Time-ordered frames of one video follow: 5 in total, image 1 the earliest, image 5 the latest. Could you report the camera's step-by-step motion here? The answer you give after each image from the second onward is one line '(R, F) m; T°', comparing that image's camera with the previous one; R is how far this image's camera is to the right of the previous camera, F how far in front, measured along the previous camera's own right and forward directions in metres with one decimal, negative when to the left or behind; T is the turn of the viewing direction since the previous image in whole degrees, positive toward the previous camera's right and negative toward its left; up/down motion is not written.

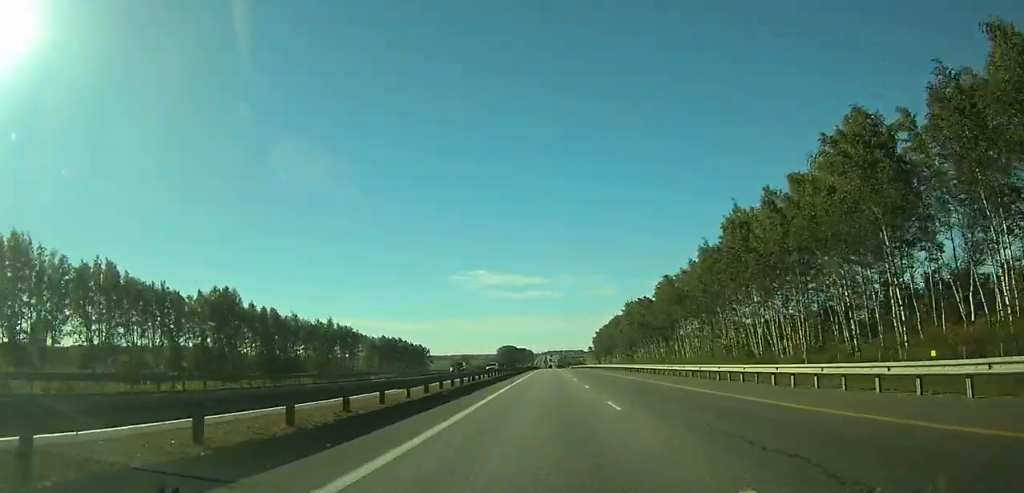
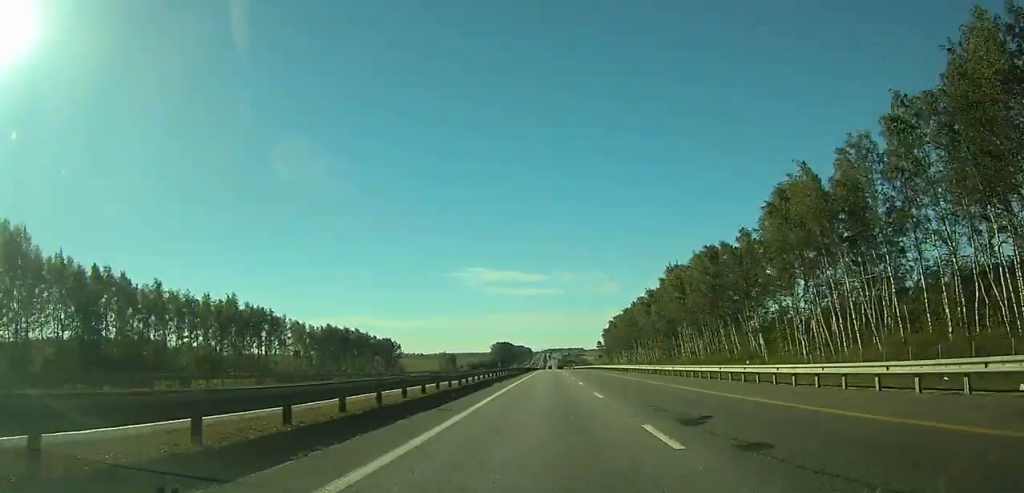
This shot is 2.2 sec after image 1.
(-1.1, +72.2) m; -1°
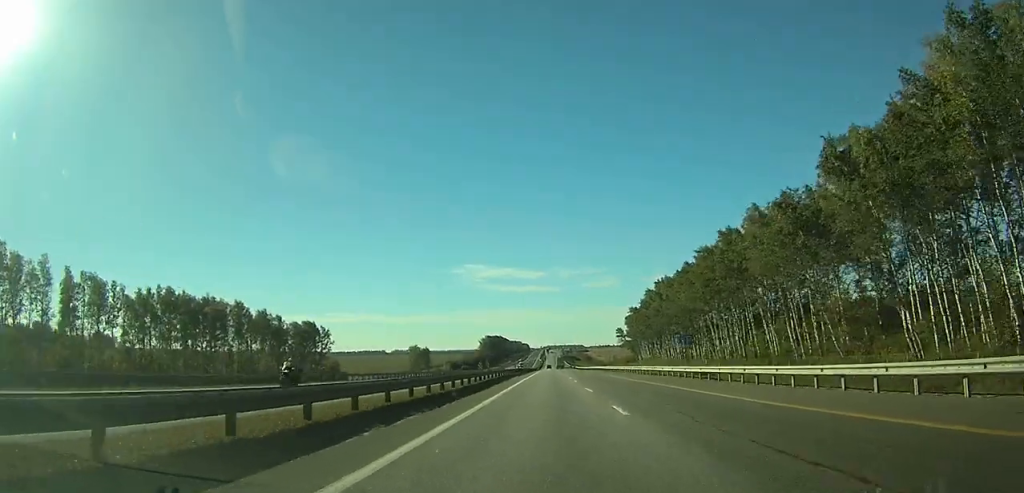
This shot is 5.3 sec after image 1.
(-0.2, +96.0) m; 0°
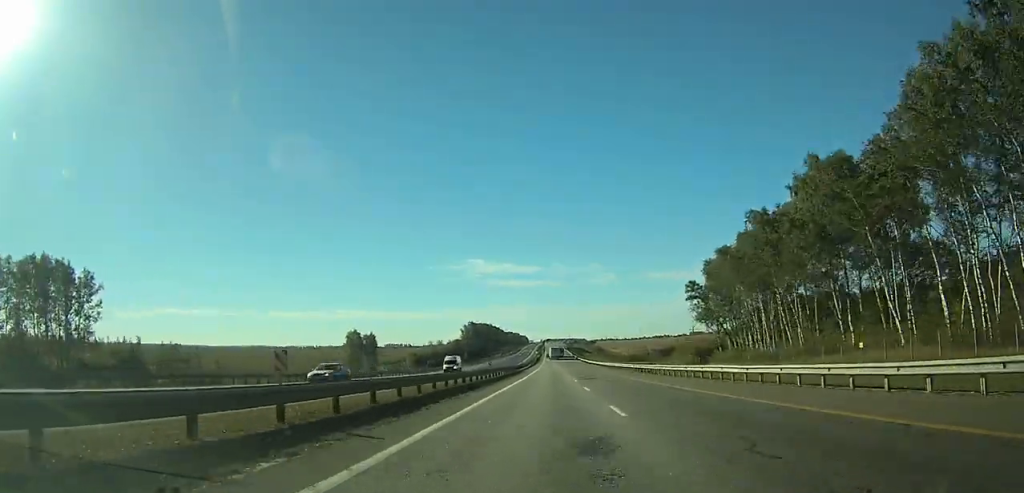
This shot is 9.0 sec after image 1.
(0.0, +110.5) m; 0°
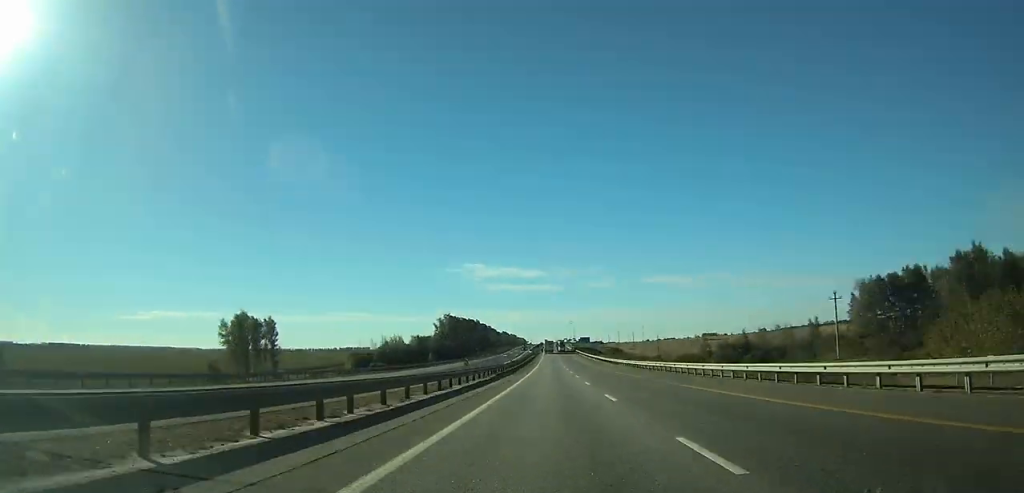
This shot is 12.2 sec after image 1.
(0.0, +90.2) m; 0°
